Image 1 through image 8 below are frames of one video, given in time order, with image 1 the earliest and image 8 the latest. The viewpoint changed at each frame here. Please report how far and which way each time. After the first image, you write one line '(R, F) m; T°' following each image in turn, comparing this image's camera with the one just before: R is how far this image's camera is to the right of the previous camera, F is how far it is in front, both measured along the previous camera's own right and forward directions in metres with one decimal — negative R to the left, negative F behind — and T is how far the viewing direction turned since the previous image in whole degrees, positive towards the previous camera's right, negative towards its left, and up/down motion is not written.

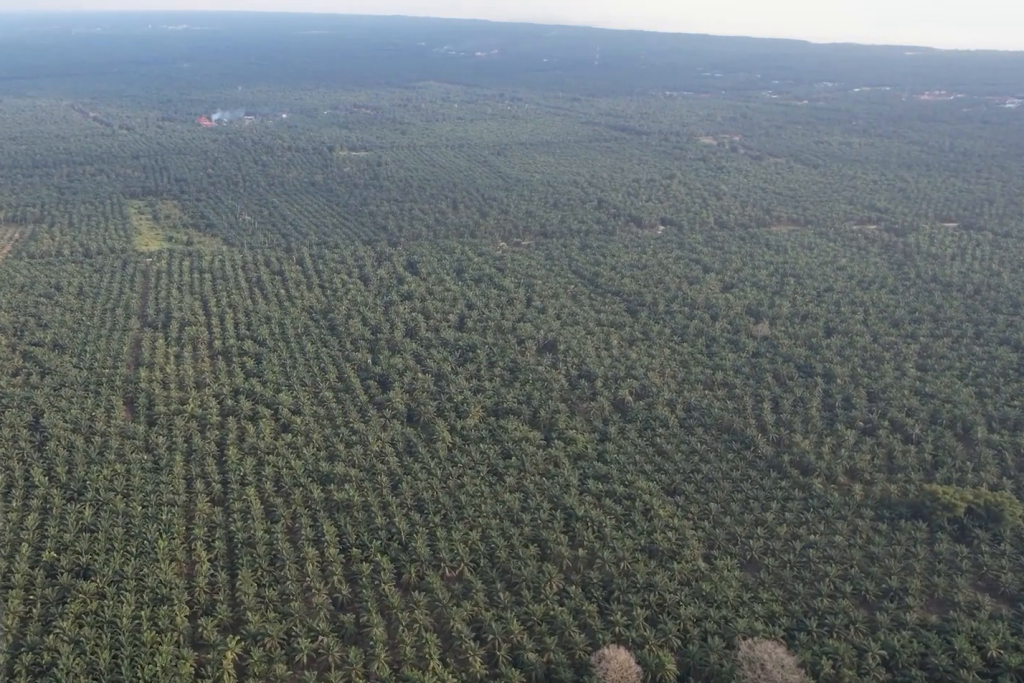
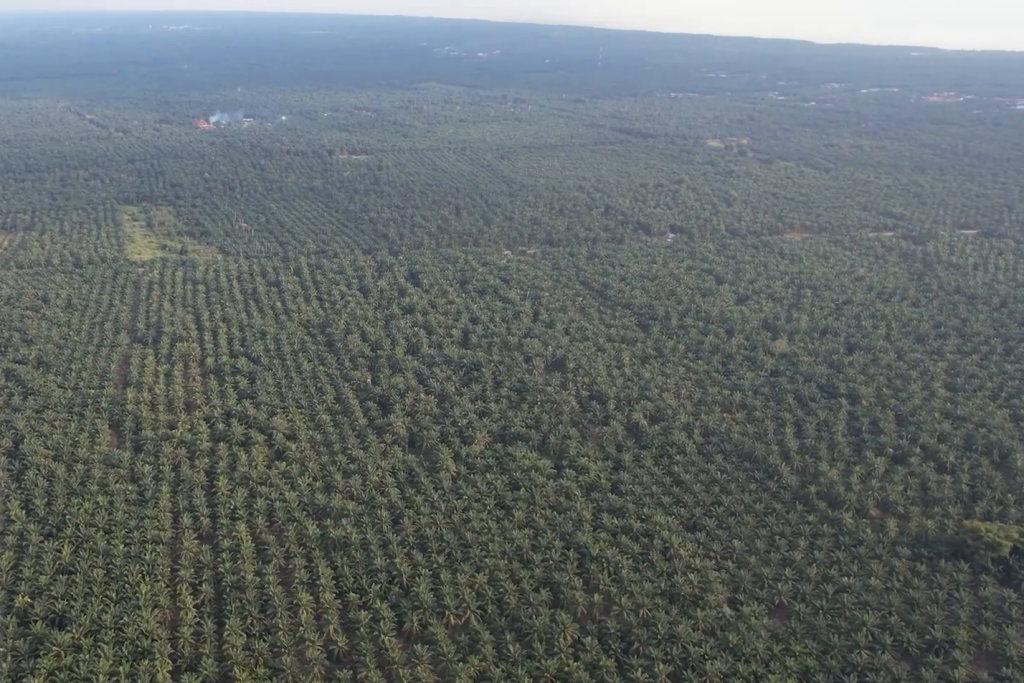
(0.0, +28.4) m; 0°
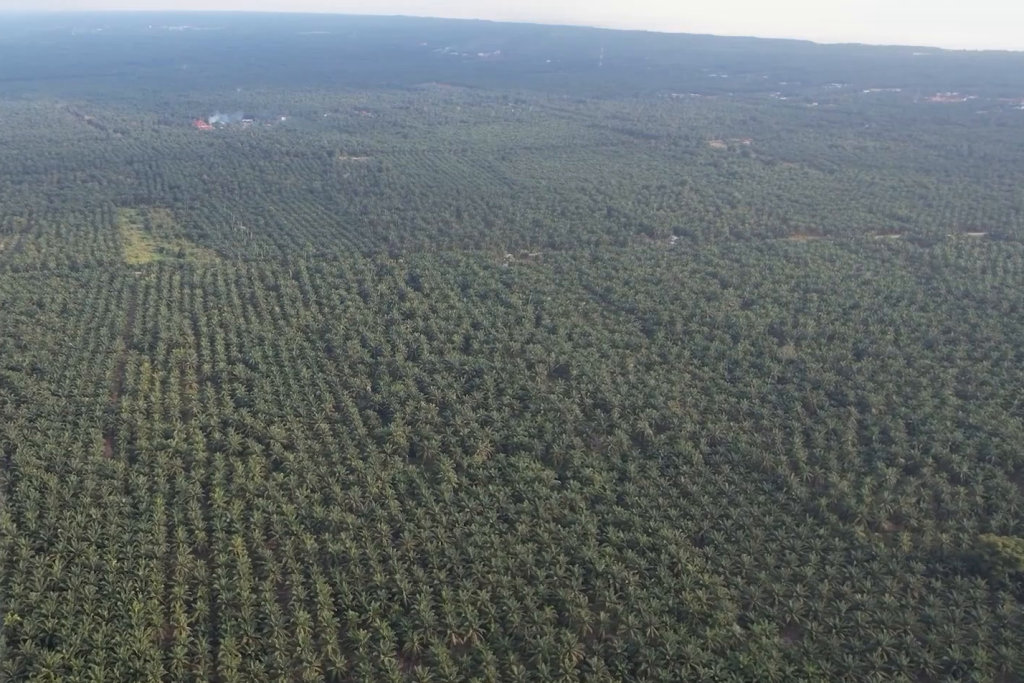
(0.0, +10.5) m; 0°
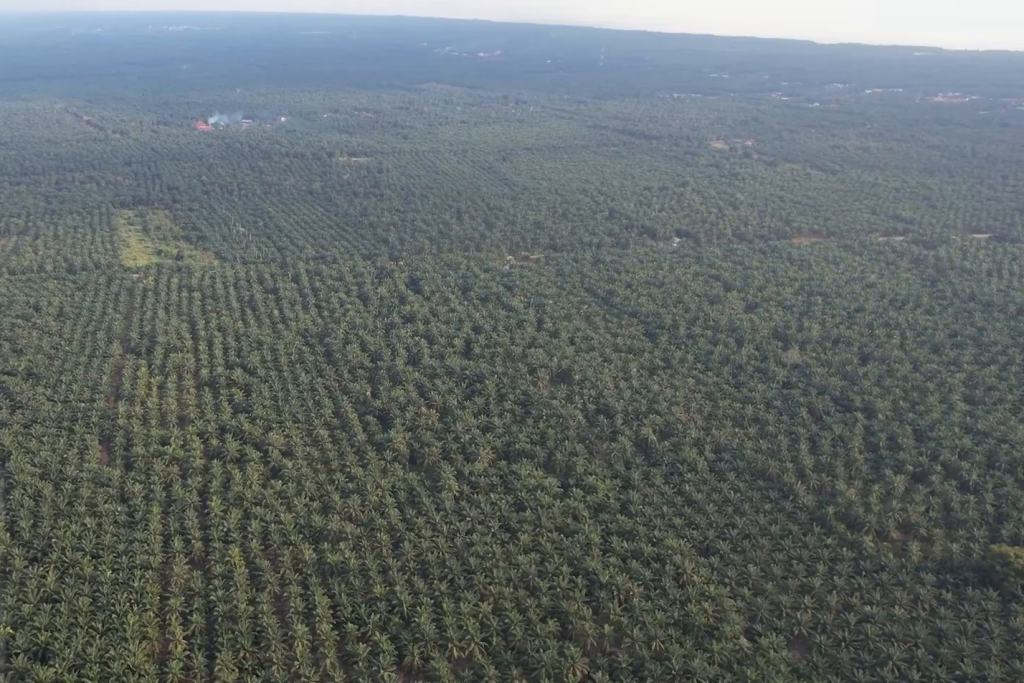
(0.0, +7.0) m; 0°
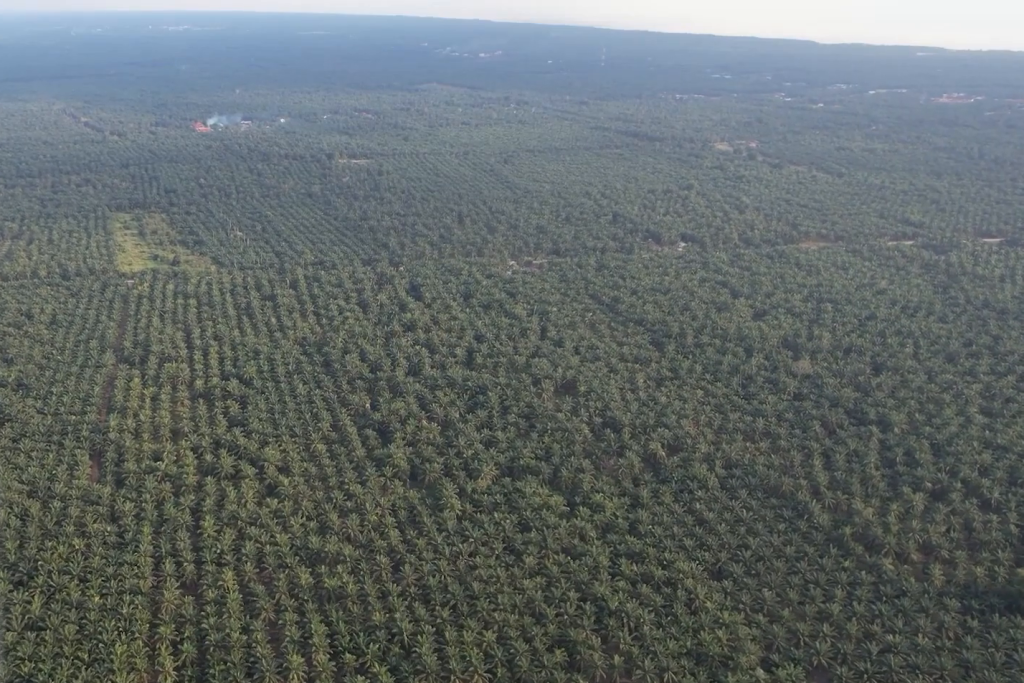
(0.0, +15.3) m; 0°
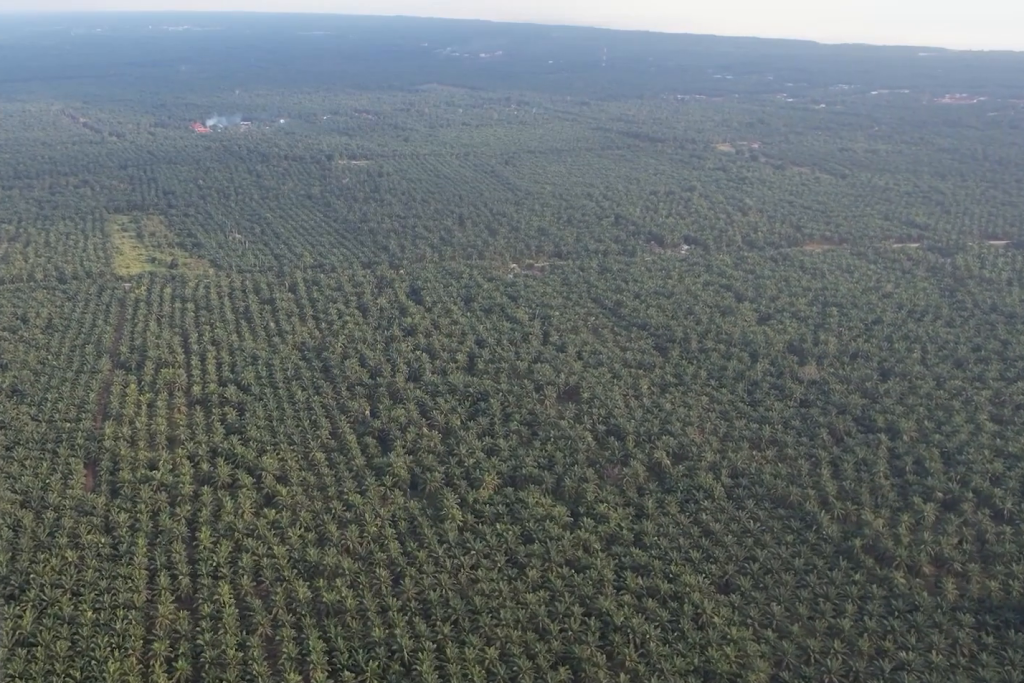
(0.0, +8.9) m; 0°
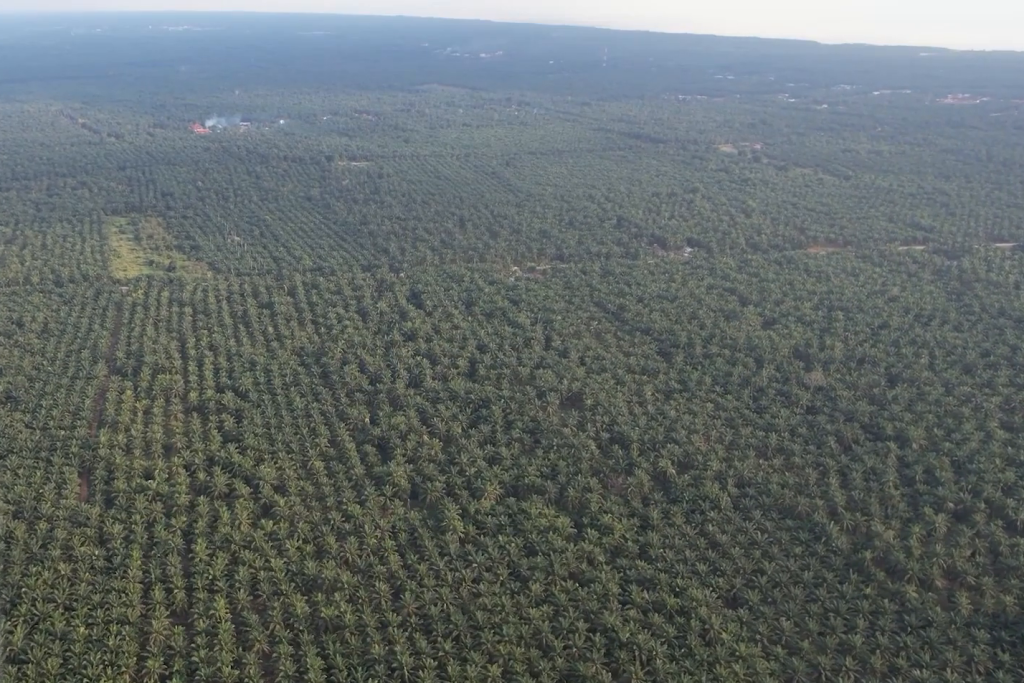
(0.0, +8.3) m; 0°
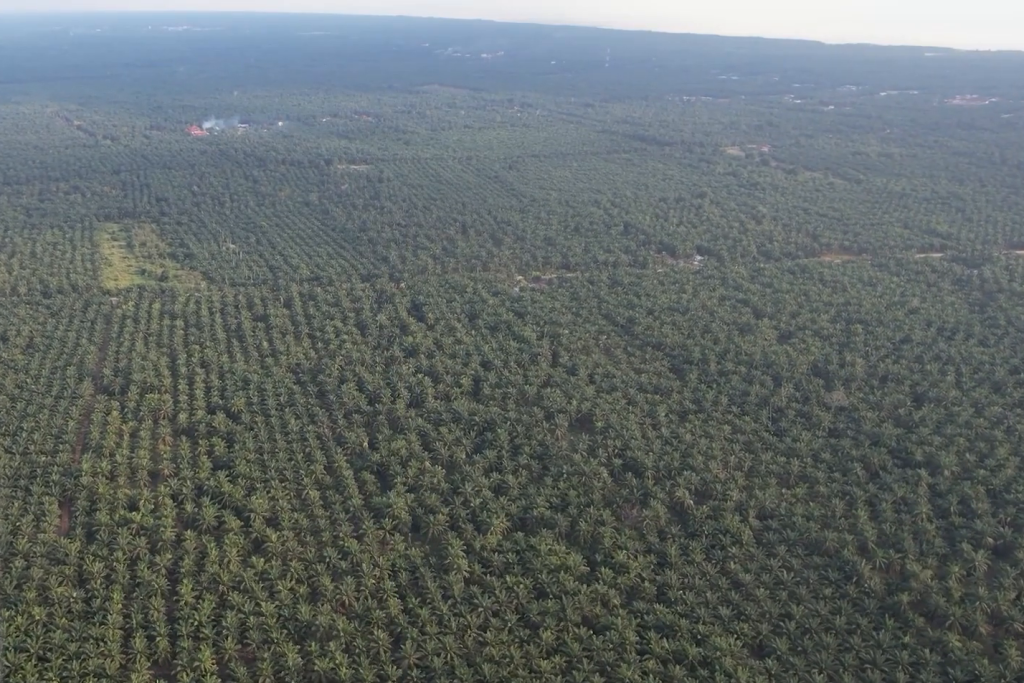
(0.0, +27.4) m; 0°
